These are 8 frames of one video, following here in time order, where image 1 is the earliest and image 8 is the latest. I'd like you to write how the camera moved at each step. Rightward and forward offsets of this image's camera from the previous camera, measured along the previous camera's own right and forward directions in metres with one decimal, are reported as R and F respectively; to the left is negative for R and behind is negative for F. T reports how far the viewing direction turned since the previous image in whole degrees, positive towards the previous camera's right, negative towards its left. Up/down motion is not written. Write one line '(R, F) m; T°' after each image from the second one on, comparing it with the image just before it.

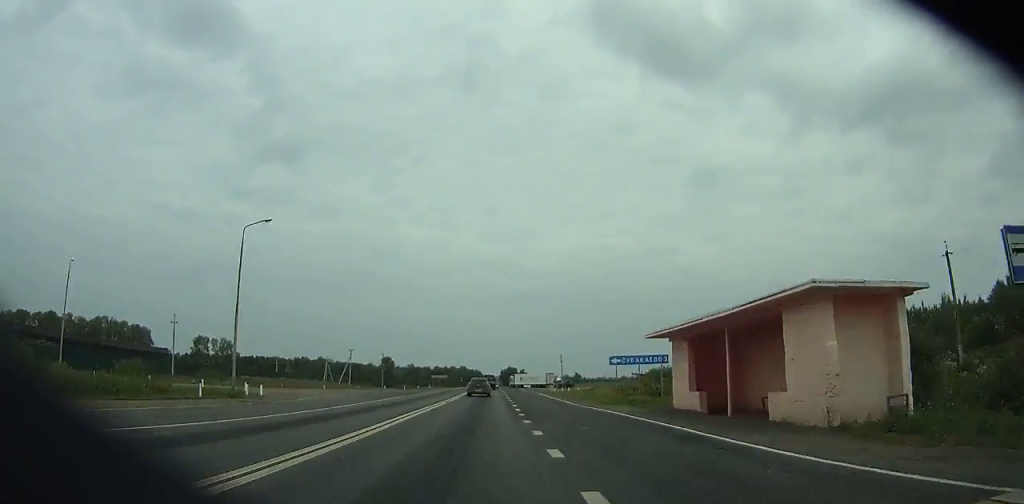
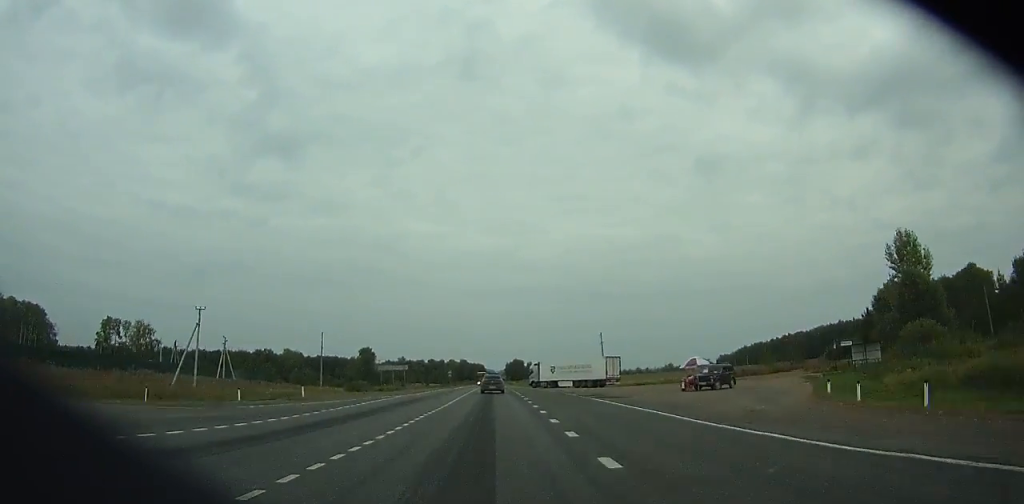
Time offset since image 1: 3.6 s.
(-0.1, +78.1) m; 0°
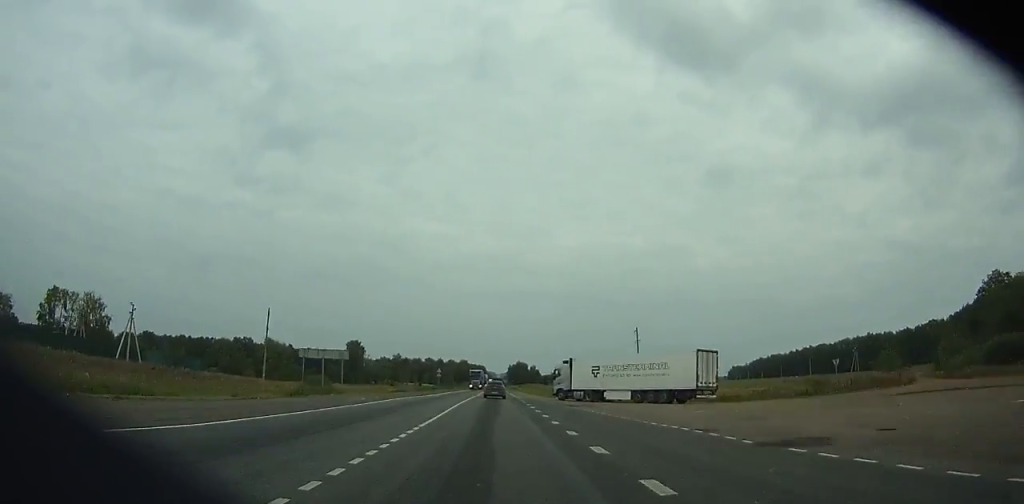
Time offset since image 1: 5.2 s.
(-0.1, +35.0) m; 0°
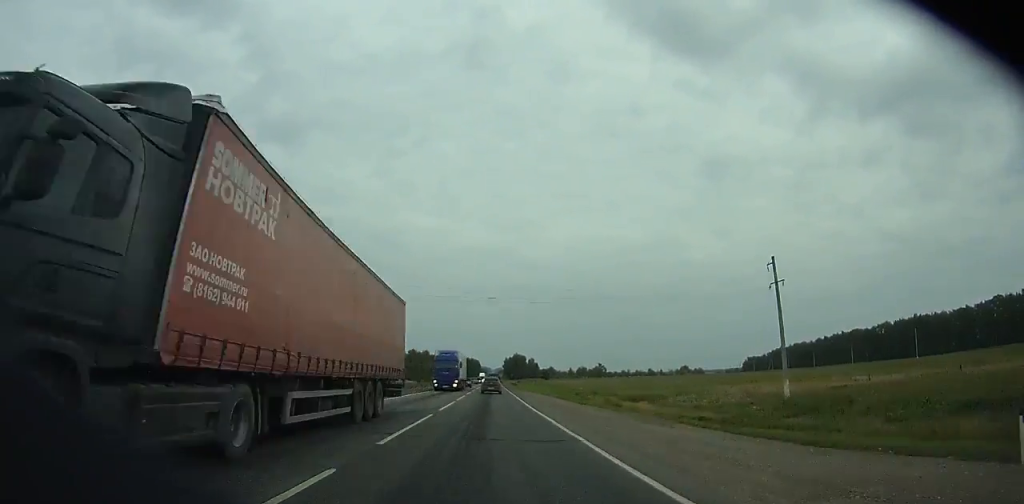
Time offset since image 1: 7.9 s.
(0.0, +59.8) m; 0°
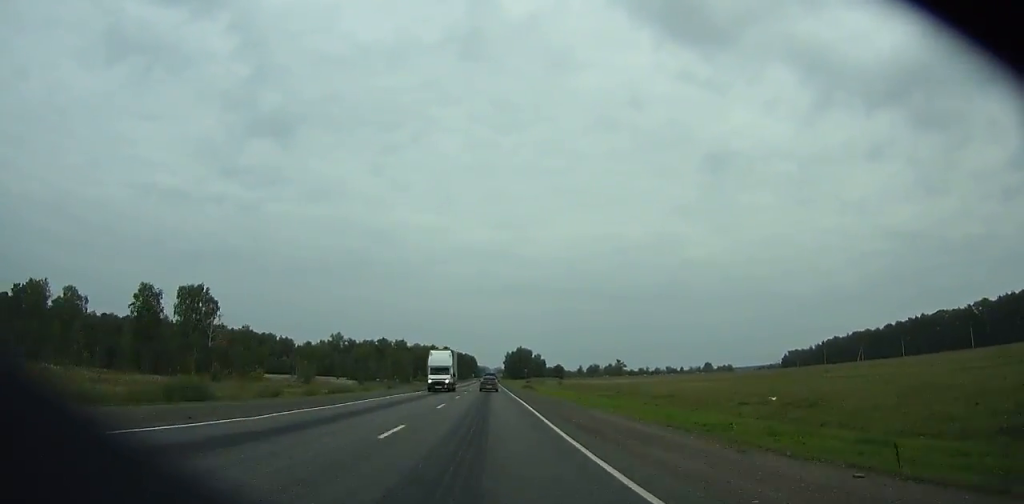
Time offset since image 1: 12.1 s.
(+0.2, +95.7) m; 0°
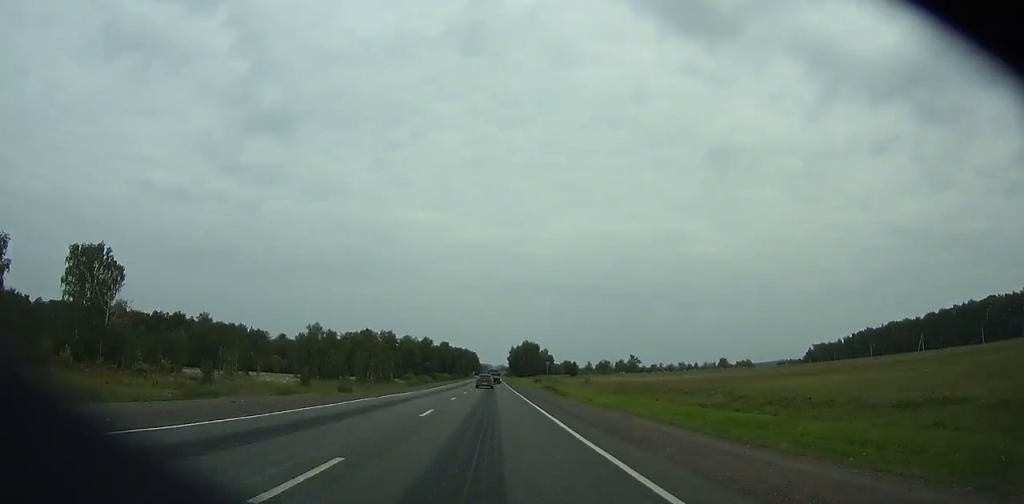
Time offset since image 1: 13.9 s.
(0.0, +41.6) m; 0°
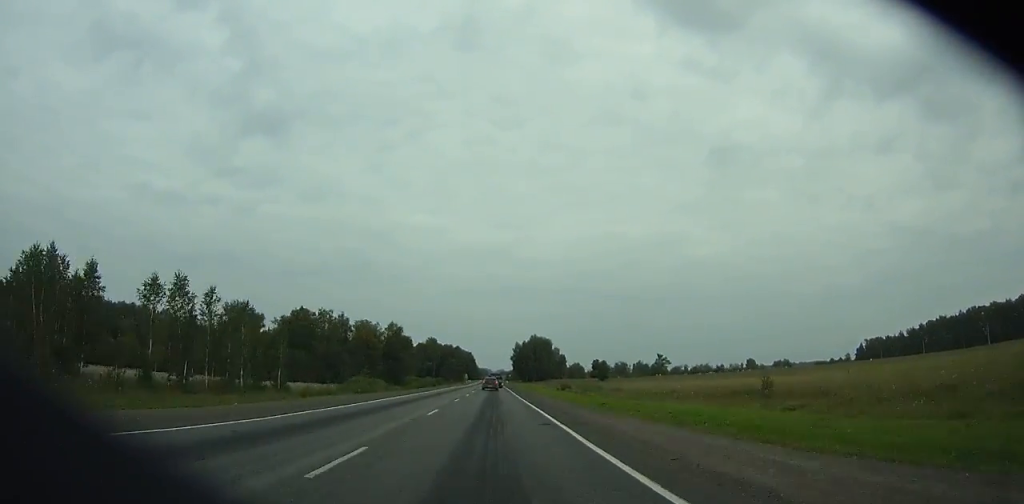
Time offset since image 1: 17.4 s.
(0.0, +80.9) m; 0°
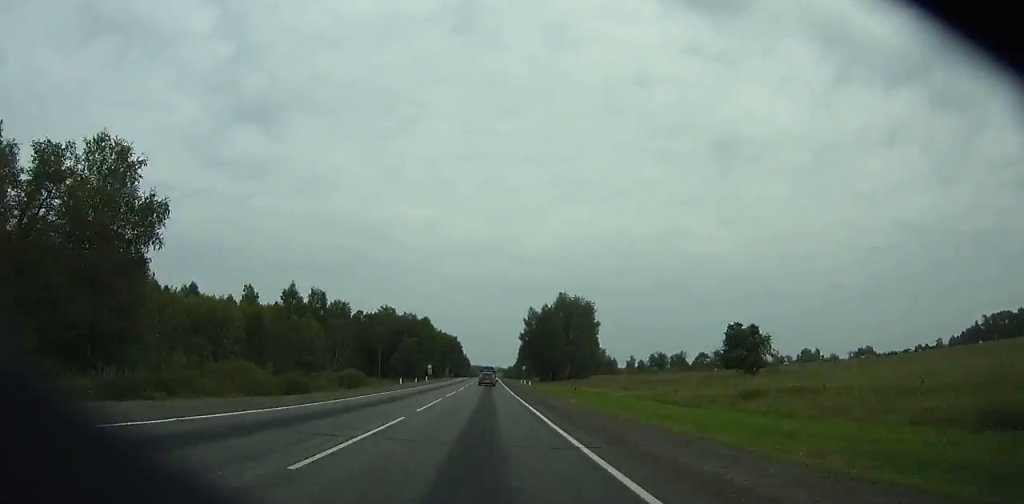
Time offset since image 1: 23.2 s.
(+0.2, +132.8) m; 0°
